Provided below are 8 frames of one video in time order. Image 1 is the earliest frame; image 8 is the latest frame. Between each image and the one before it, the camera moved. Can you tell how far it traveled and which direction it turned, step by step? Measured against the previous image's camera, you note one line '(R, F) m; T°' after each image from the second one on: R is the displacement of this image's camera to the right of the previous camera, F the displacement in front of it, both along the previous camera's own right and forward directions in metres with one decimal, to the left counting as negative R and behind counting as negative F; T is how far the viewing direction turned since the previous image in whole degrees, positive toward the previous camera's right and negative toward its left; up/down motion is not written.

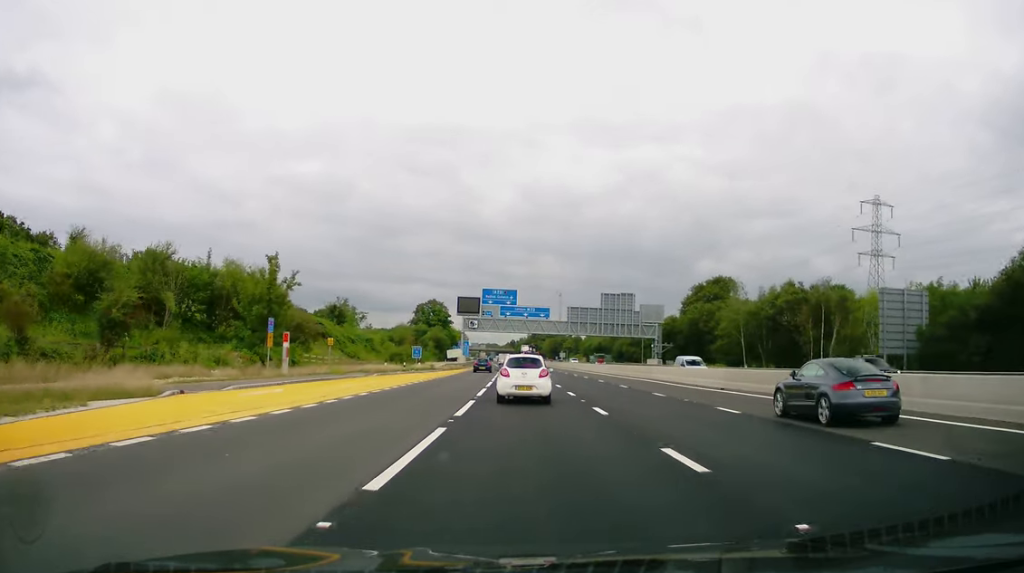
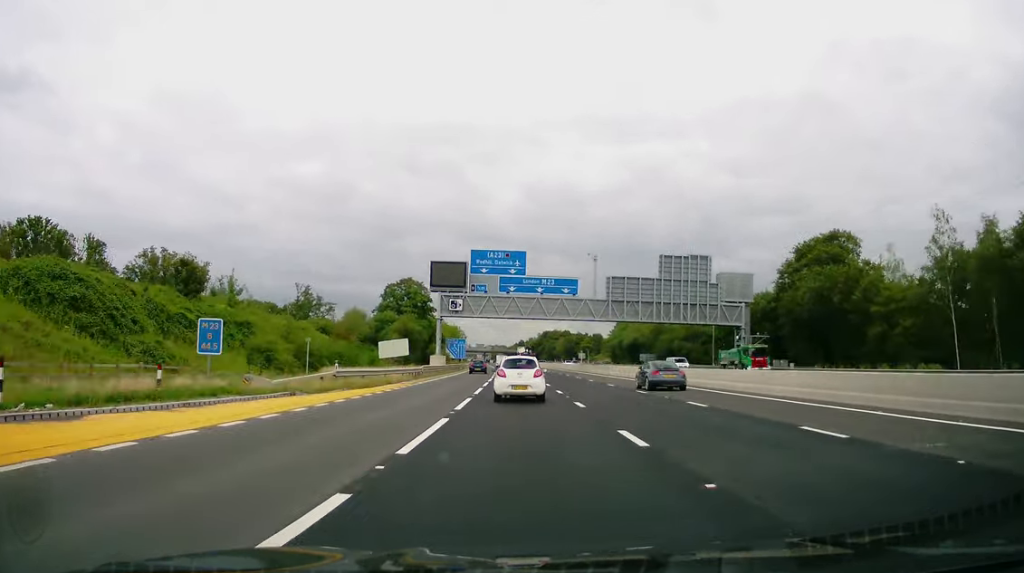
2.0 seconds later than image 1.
(-0.3, +49.6) m; -1°
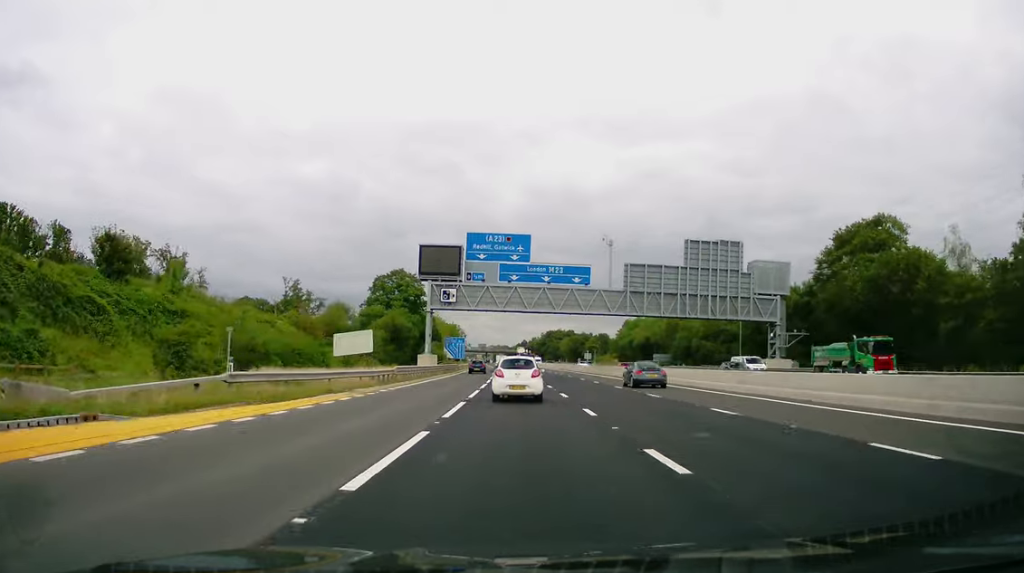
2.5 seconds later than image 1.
(0.0, +11.8) m; 0°
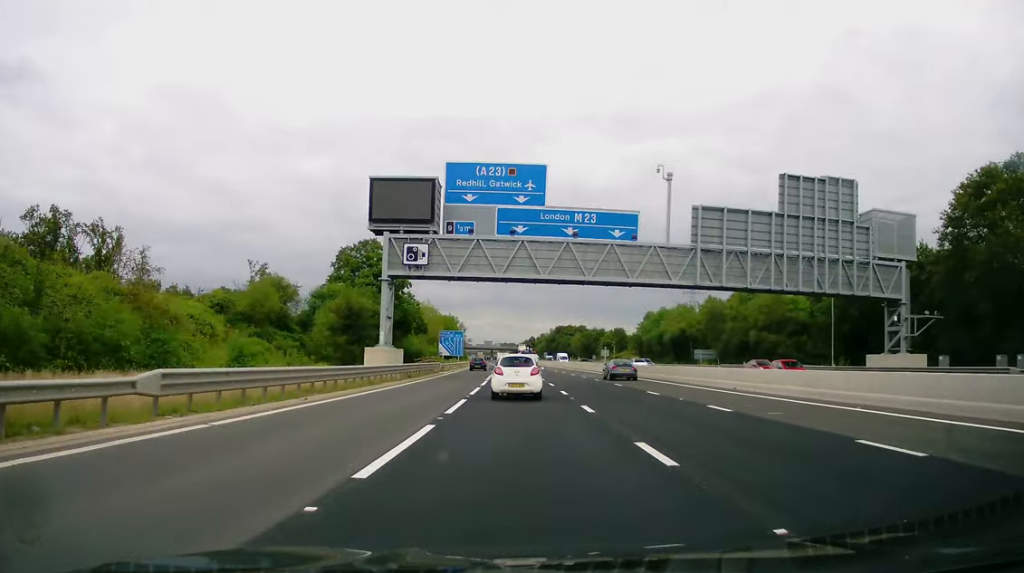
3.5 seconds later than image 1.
(0.0, +26.3) m; 0°
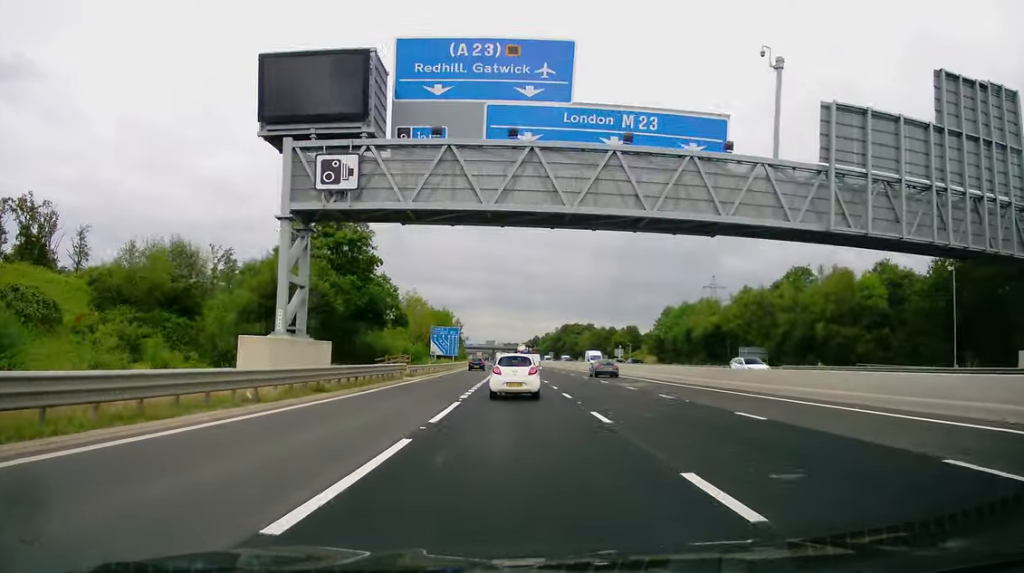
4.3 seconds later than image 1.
(0.0, +20.4) m; -1°
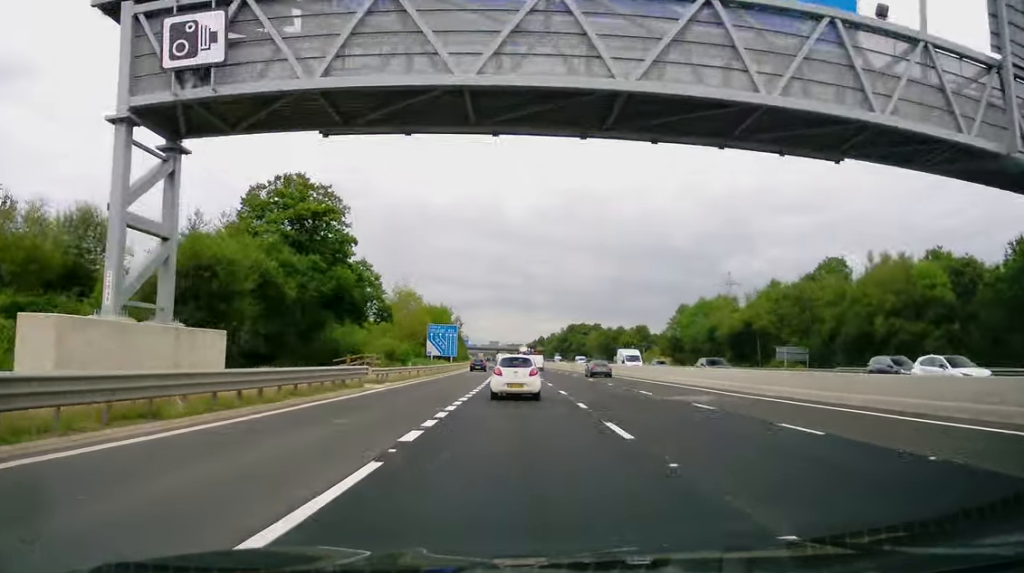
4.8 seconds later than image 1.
(-0.1, +11.8) m; 0°
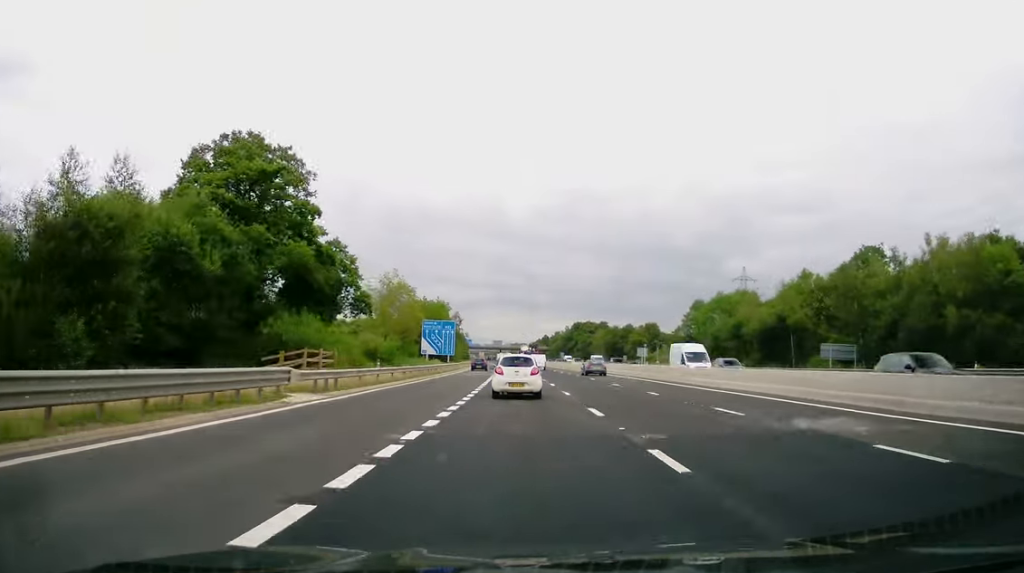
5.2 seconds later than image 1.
(-0.1, +10.9) m; 0°
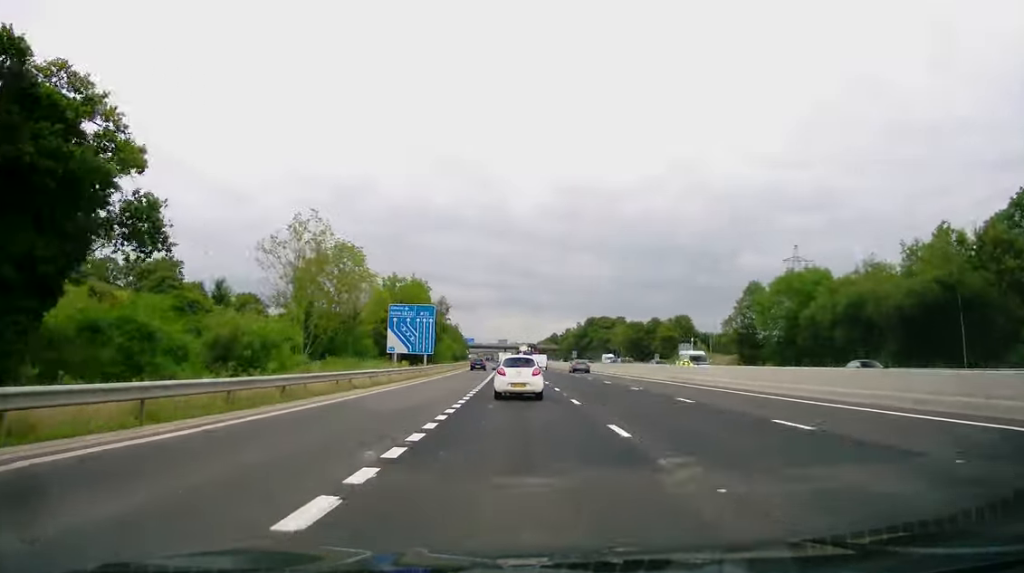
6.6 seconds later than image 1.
(-0.2, +33.6) m; 0°
